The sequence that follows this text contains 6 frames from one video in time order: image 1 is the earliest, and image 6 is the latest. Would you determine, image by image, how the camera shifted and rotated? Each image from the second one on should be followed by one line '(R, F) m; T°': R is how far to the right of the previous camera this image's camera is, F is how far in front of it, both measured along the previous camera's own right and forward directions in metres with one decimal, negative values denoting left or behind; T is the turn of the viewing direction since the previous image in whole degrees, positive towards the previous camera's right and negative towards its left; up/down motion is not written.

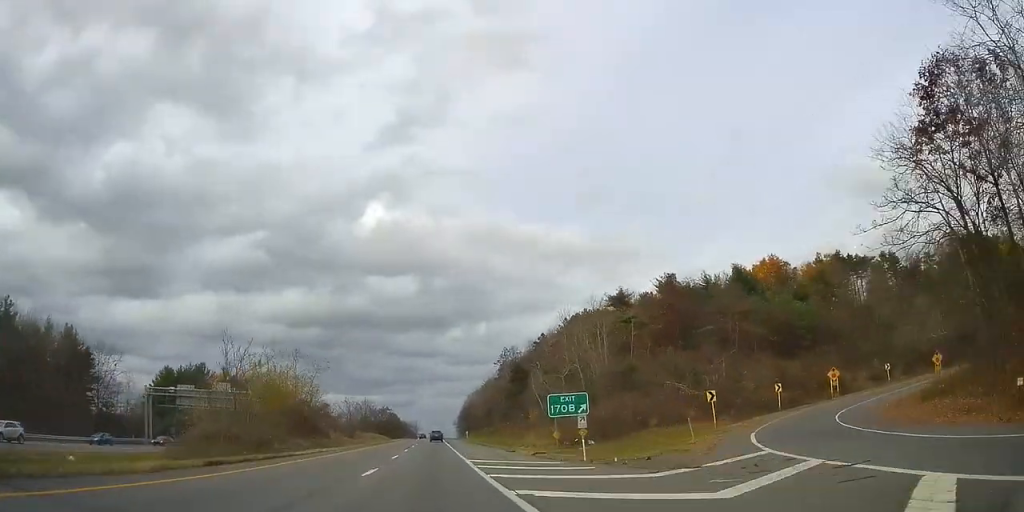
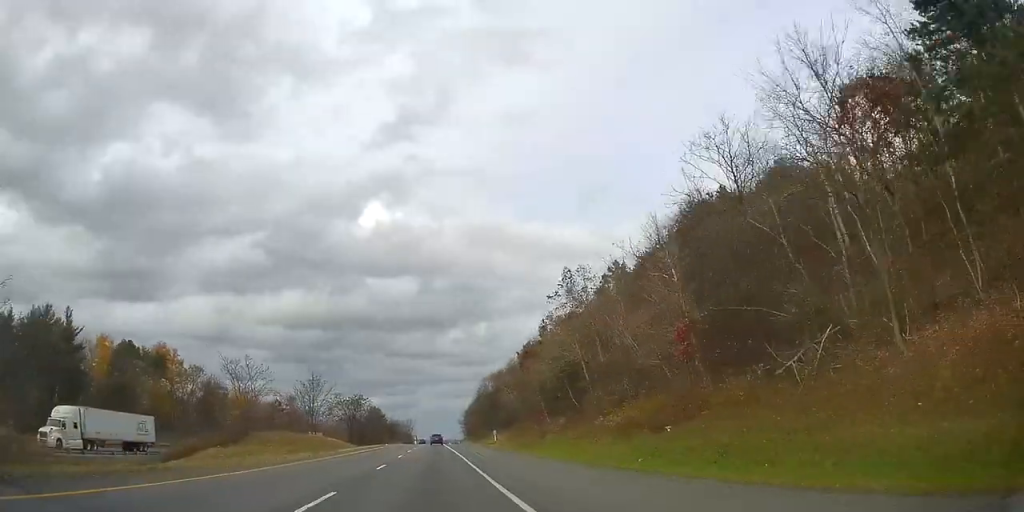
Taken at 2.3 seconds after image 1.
(+0.8, +70.4) m; +1°
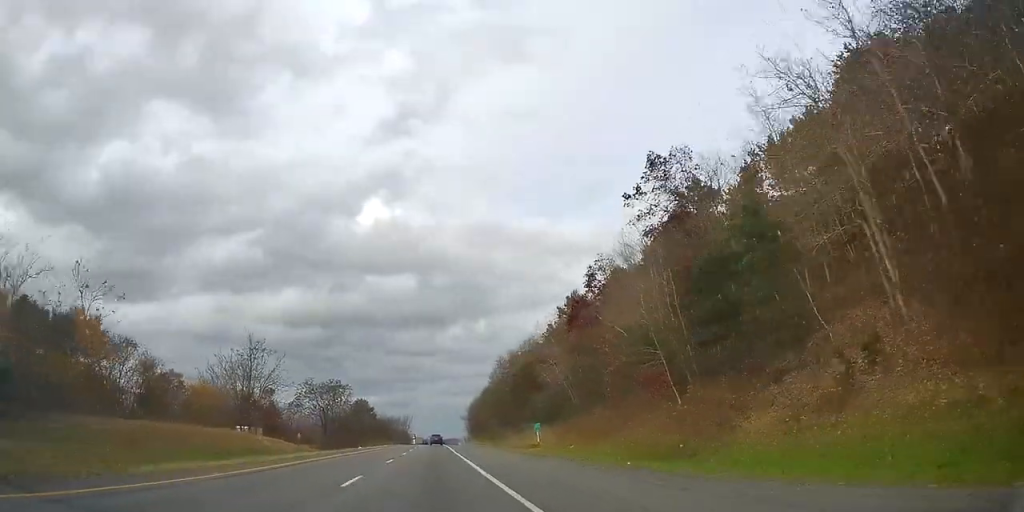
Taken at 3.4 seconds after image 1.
(0.0, +32.7) m; 0°
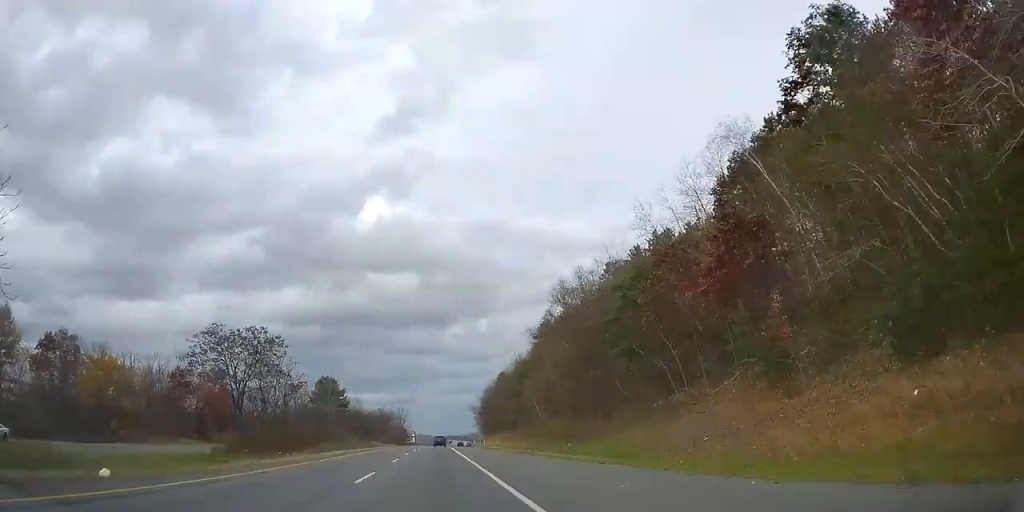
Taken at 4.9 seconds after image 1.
(0.0, +48.1) m; 0°
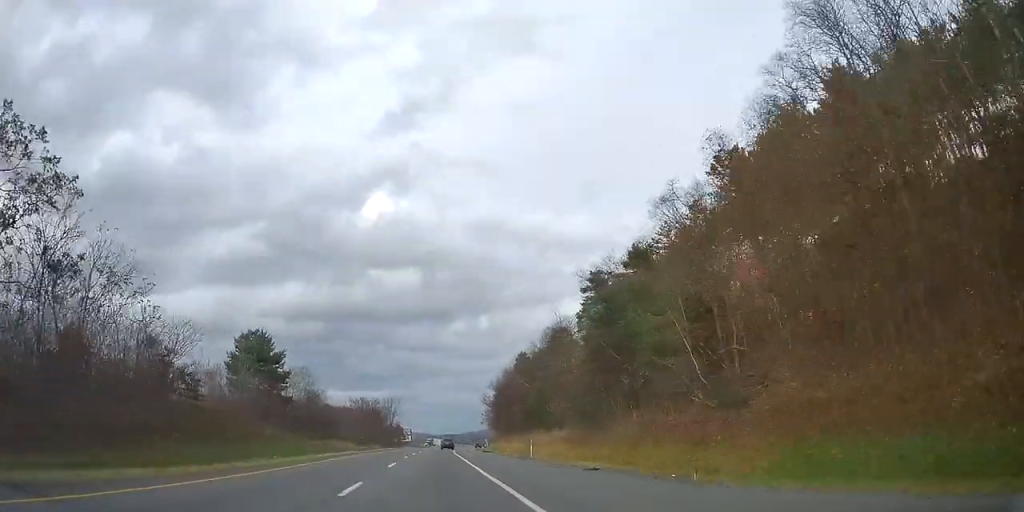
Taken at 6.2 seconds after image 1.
(0.0, +39.9) m; 0°
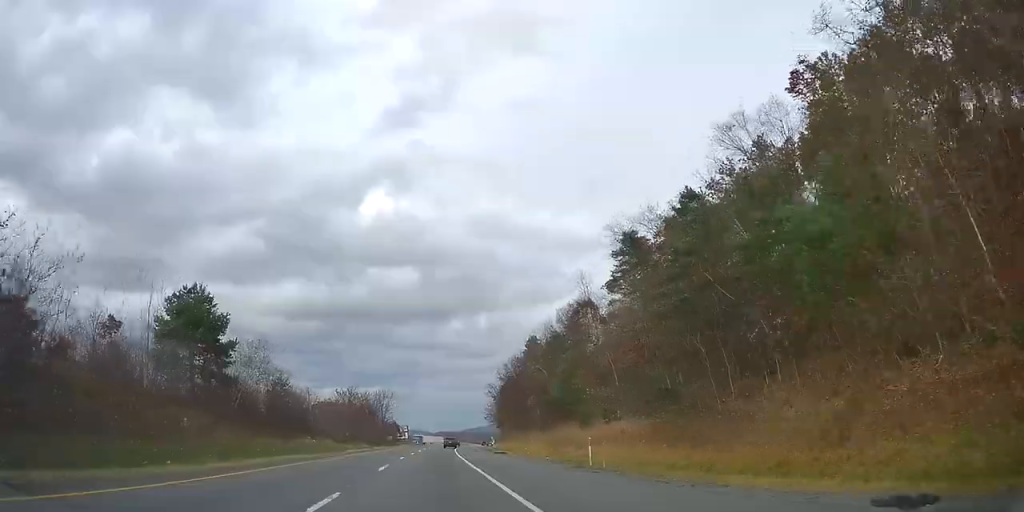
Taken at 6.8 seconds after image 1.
(0.0, +15.9) m; 0°
